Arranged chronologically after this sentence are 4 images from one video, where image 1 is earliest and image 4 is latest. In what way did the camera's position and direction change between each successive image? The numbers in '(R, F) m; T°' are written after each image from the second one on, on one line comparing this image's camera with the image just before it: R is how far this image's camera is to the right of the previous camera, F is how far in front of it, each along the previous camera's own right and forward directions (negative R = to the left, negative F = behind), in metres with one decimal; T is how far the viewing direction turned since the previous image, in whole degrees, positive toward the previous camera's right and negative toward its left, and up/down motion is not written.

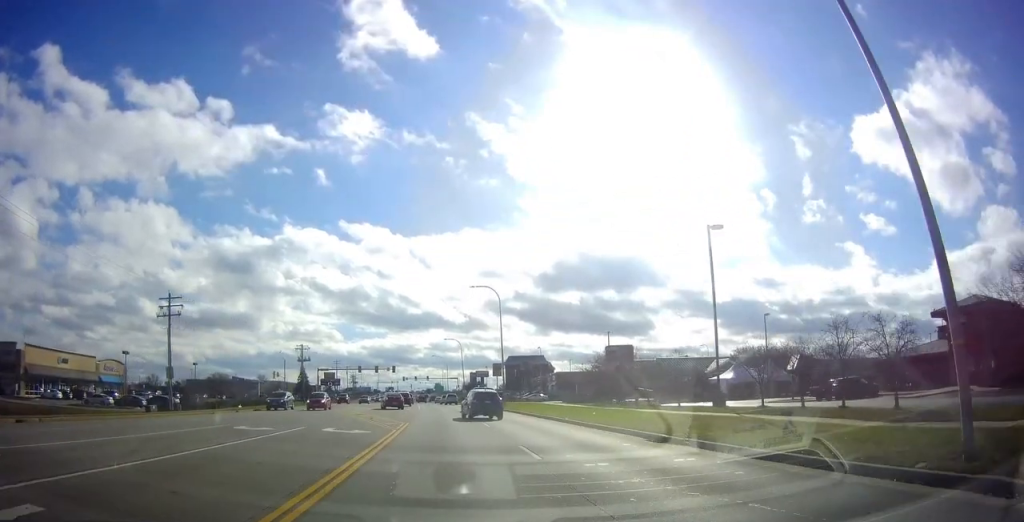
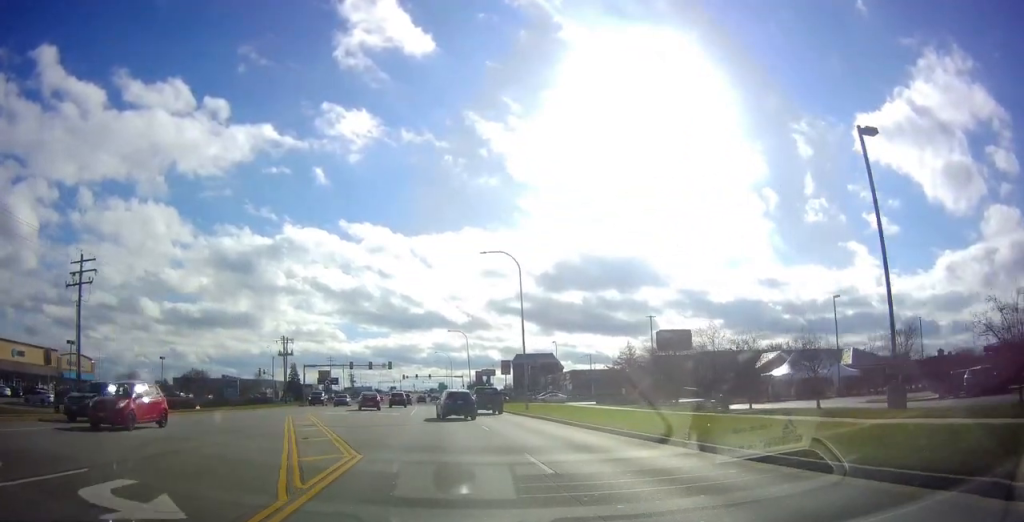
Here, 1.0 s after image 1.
(-0.1, +14.1) m; -2°
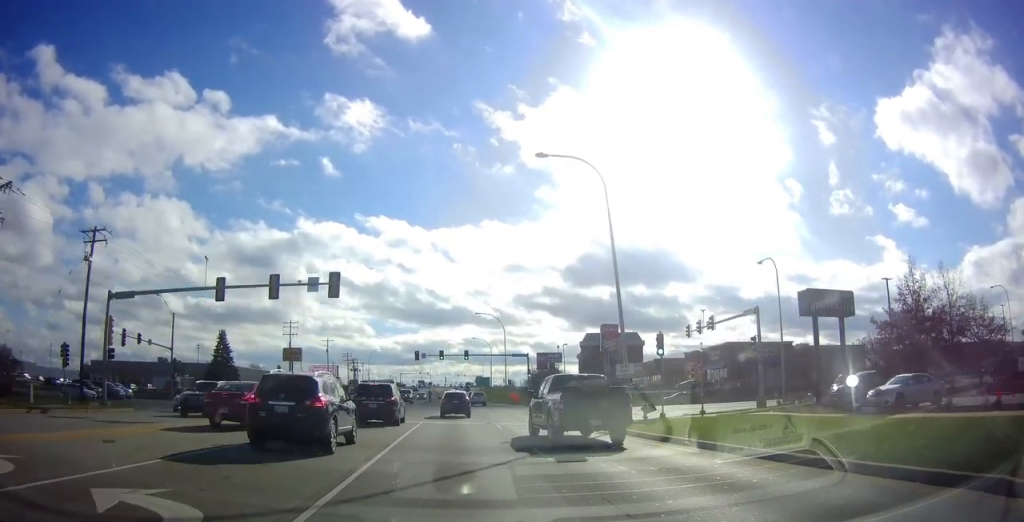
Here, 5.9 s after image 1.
(-1.4, +70.2) m; -3°
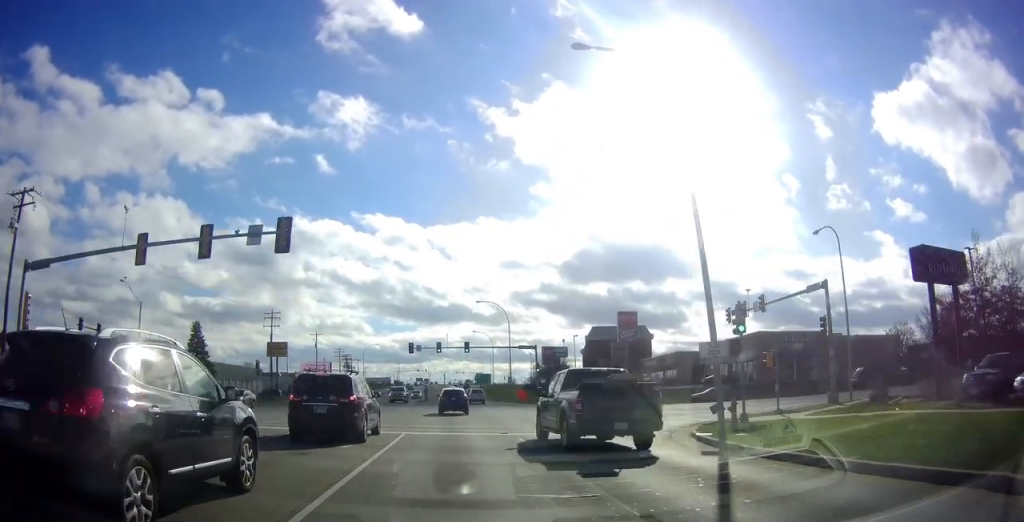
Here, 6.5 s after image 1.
(0.0, +9.6) m; 0°
